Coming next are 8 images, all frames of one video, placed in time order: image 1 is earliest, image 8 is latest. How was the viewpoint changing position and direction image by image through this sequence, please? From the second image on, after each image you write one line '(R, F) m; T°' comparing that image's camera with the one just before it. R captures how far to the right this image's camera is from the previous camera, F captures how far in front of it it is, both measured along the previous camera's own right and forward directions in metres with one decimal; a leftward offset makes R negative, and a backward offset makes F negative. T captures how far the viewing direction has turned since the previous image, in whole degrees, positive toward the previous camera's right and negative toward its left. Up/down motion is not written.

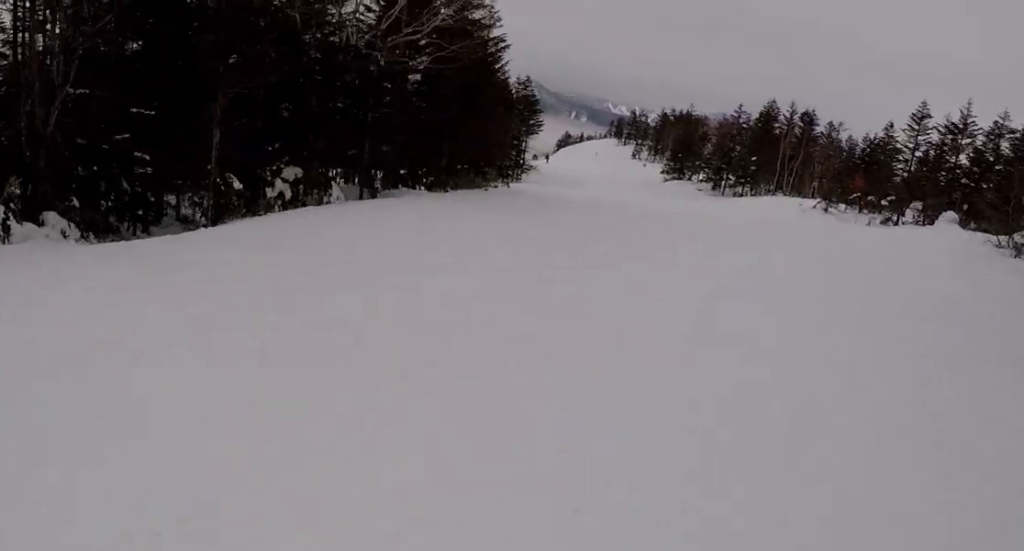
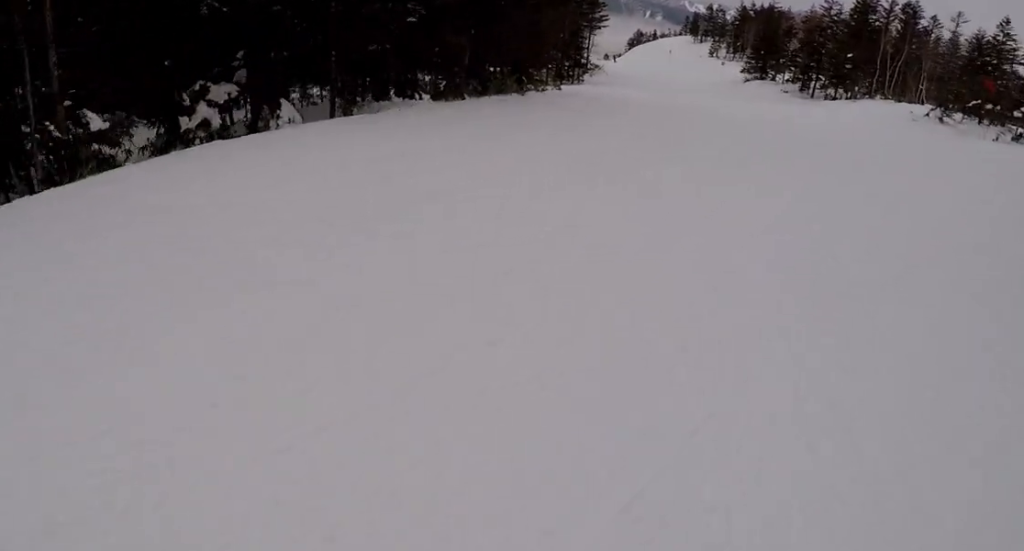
(-0.6, +5.8) m; -5°
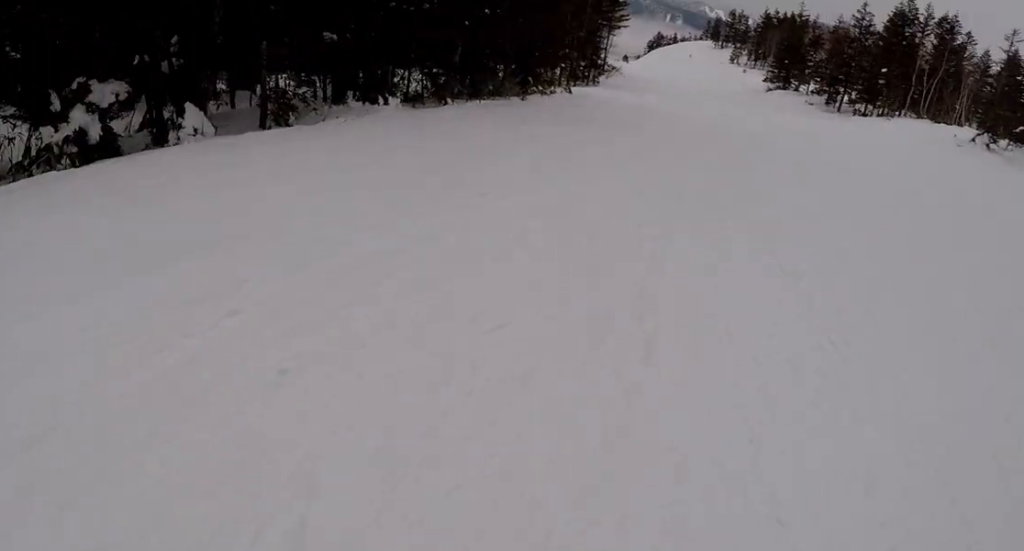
(-0.1, +4.2) m; +1°
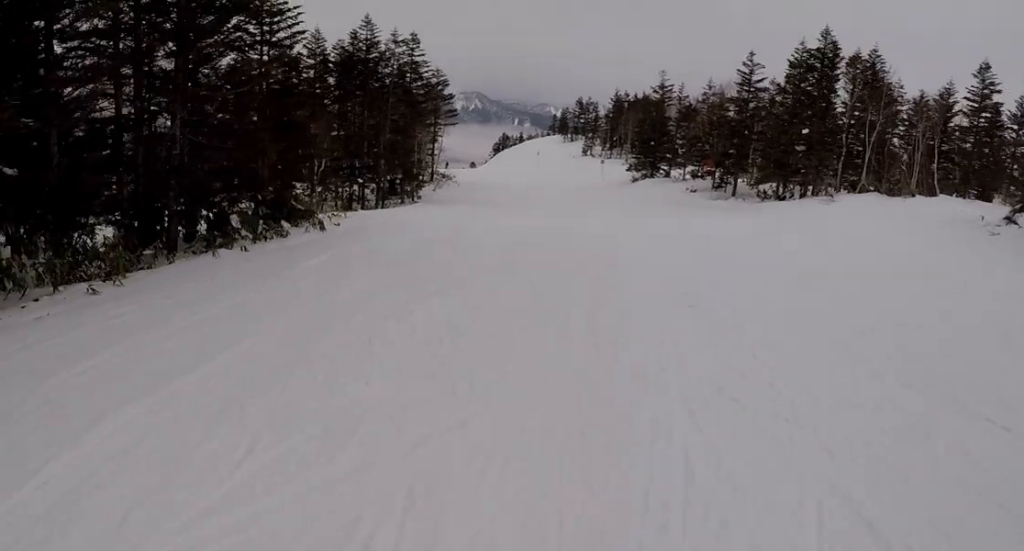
(+1.2, +15.3) m; +2°
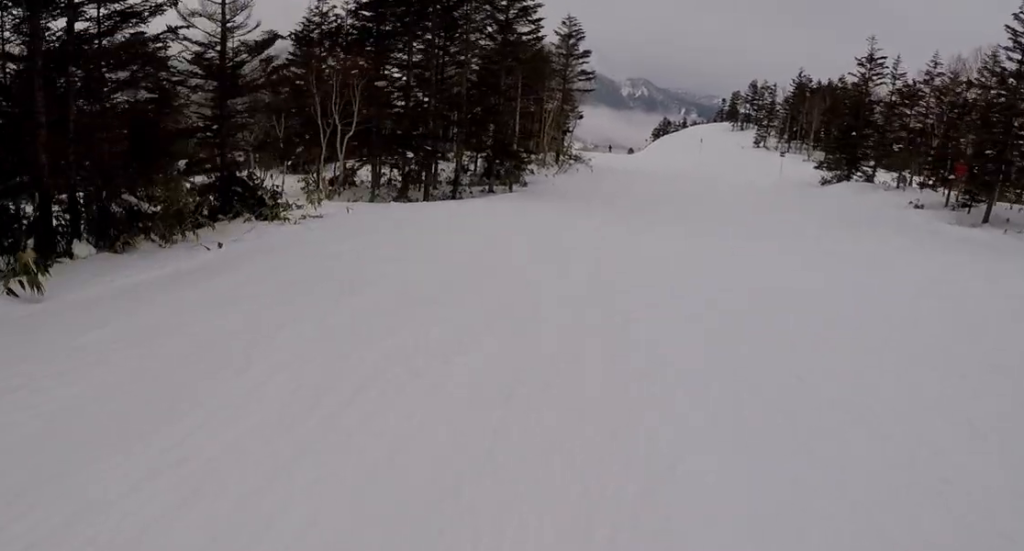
(-1.5, +14.1) m; -6°
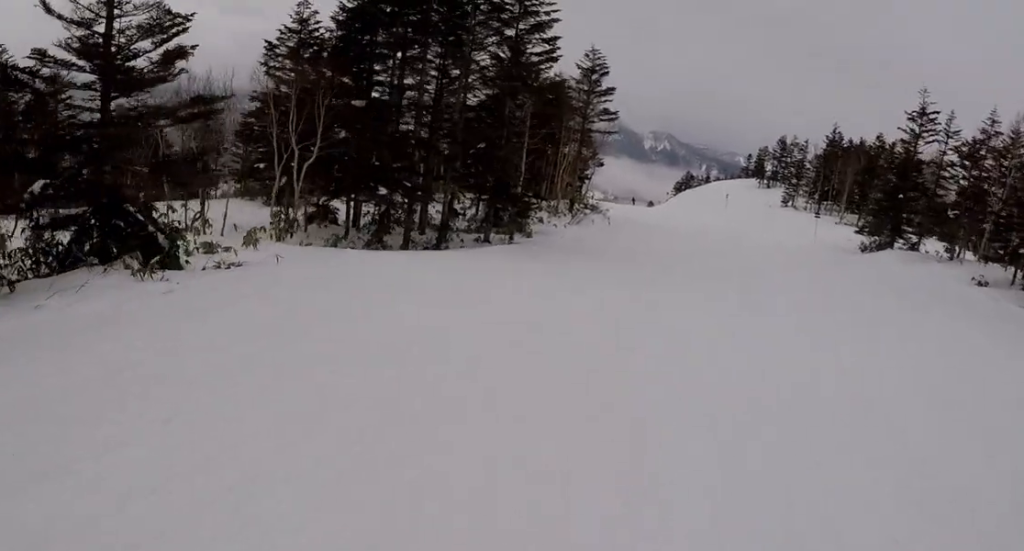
(0.0, +4.9) m; +2°
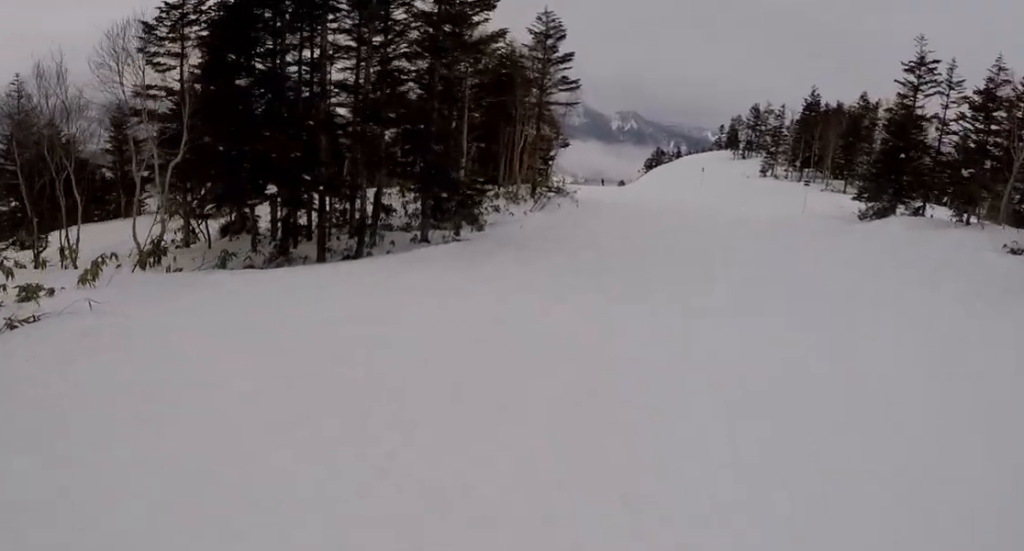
(-0.1, +4.6) m; +4°
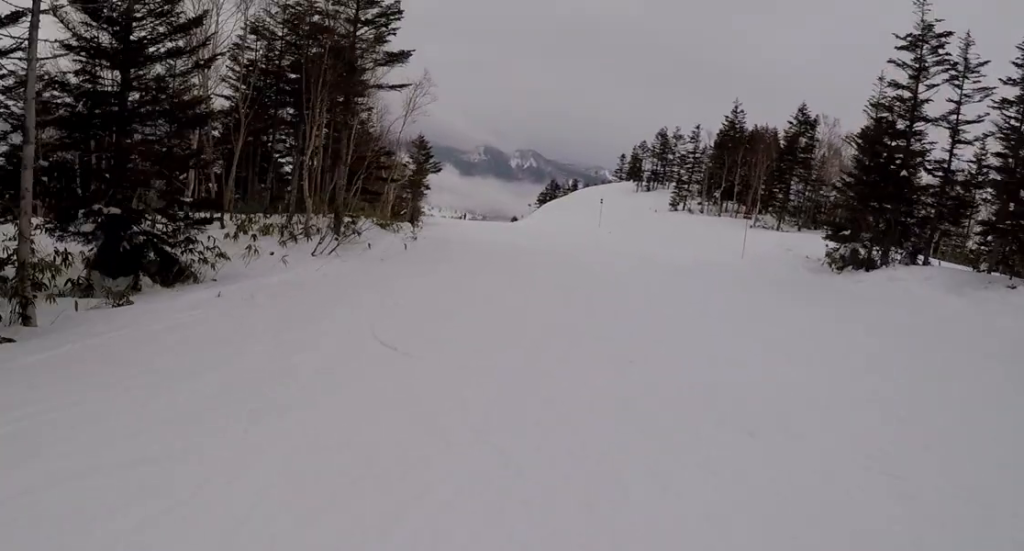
(+1.1, +13.4) m; -1°
